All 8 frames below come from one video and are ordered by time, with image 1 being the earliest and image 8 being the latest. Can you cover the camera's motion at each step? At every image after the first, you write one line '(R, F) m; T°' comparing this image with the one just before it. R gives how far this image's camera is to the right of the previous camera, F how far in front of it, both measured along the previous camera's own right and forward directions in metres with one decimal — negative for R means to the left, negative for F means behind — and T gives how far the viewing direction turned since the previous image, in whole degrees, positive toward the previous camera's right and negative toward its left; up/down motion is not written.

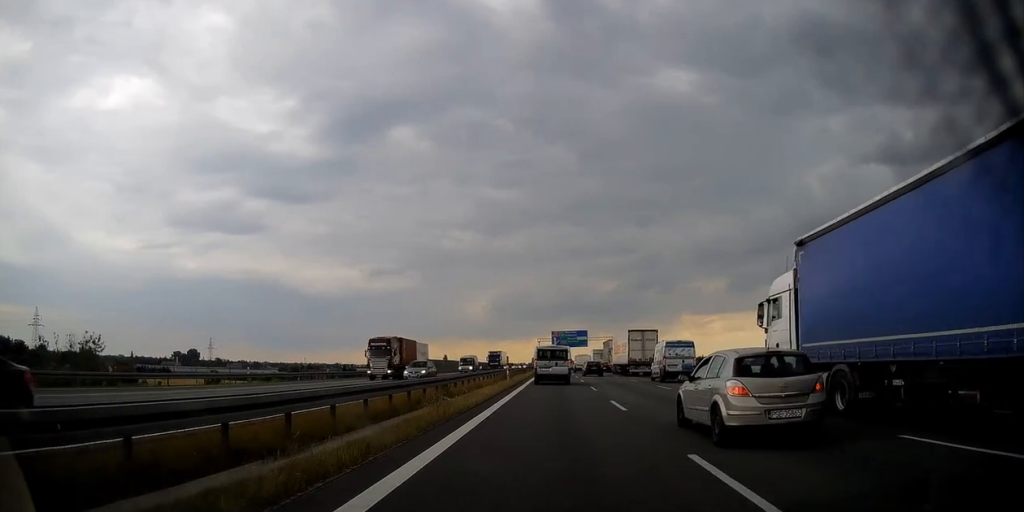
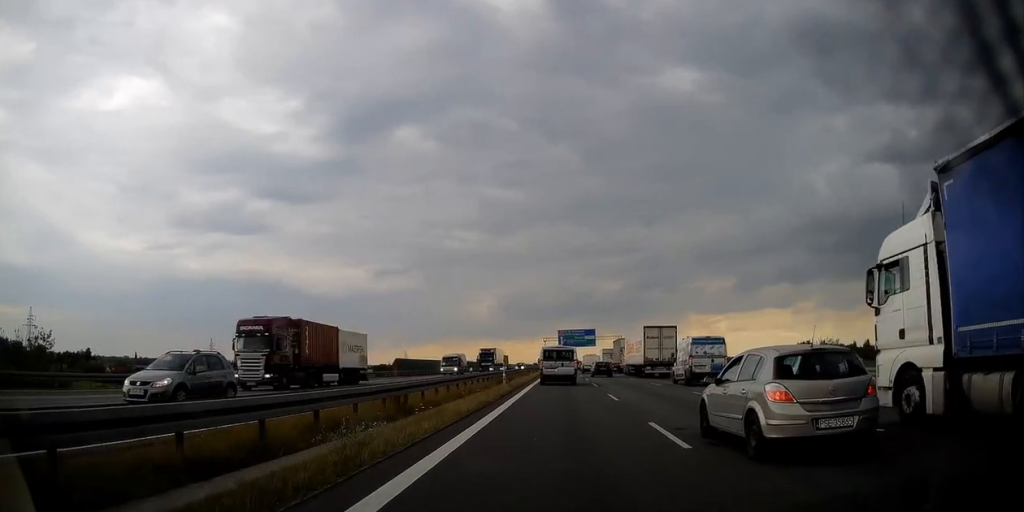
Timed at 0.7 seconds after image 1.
(0.0, +7.8) m; 0°
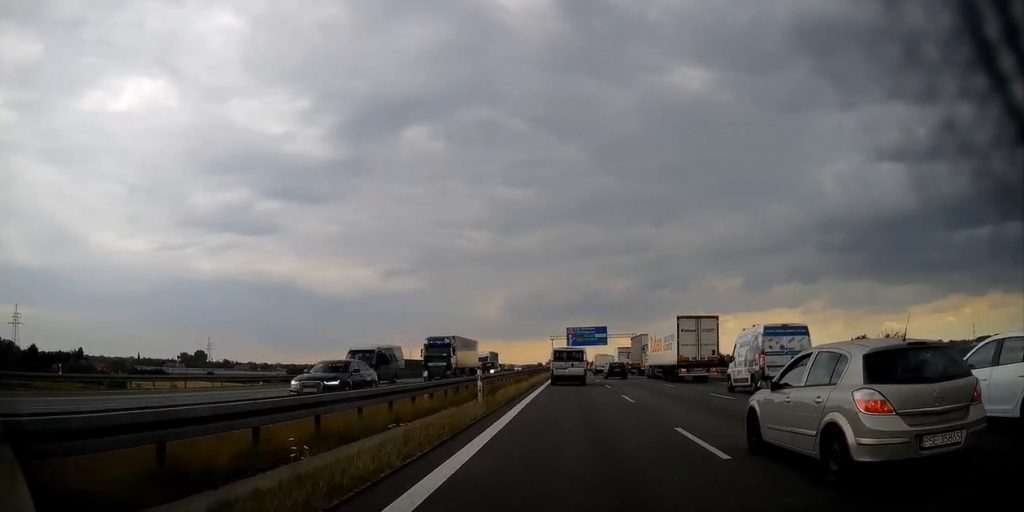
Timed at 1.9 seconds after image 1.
(+0.2, +12.8) m; 0°
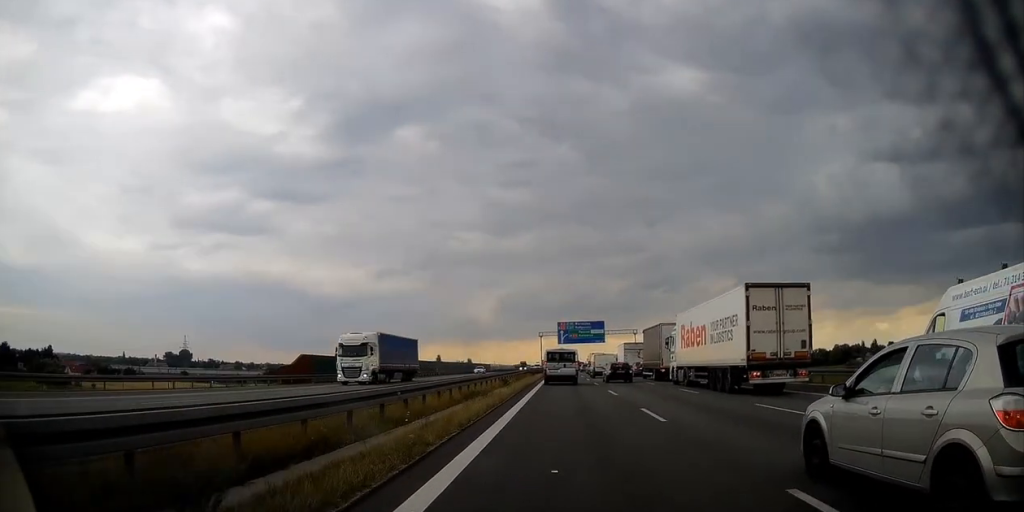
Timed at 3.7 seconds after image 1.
(-0.4, +19.9) m; -2°
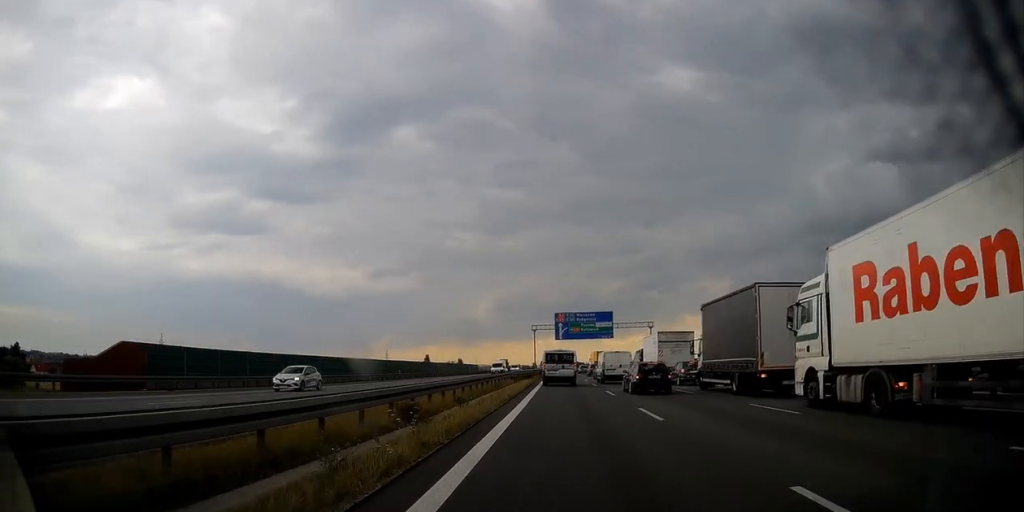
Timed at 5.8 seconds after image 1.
(0.0, +26.2) m; 0°
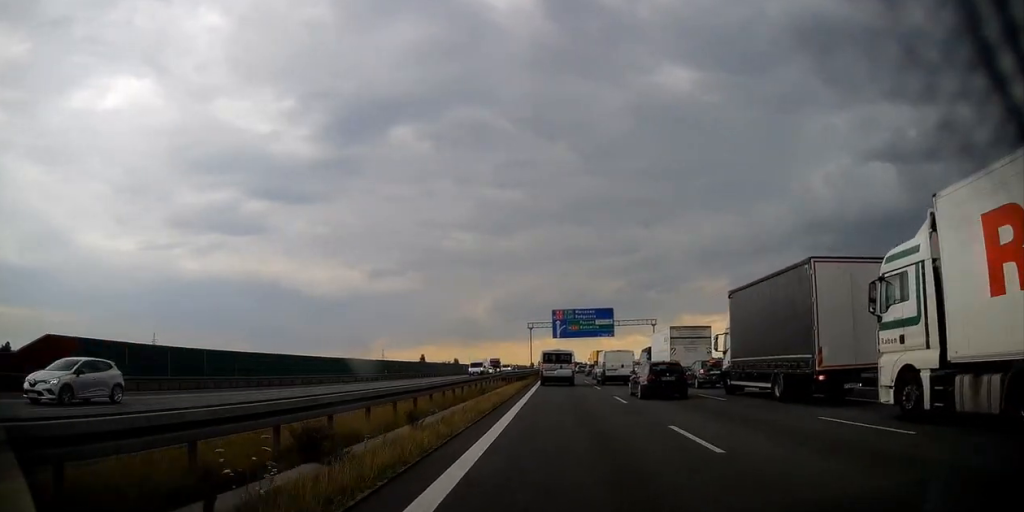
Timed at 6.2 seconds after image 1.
(+0.1, +4.9) m; +1°
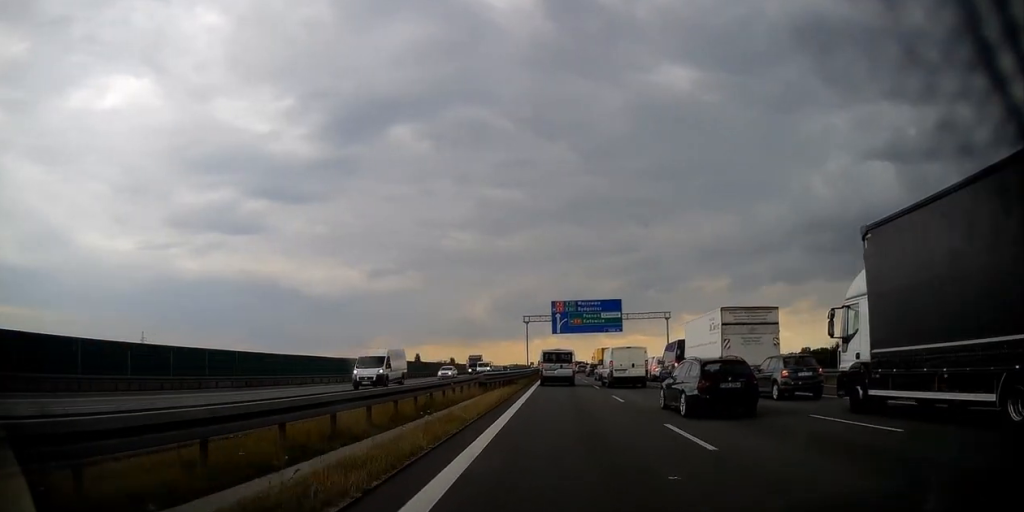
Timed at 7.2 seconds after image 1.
(+0.1, +11.4) m; +1°
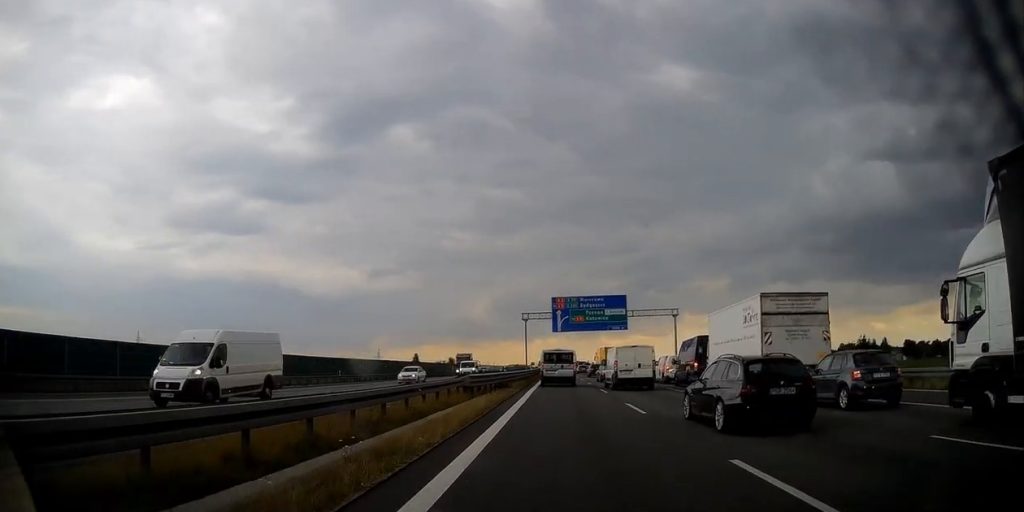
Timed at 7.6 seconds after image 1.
(0.0, +5.0) m; 0°
